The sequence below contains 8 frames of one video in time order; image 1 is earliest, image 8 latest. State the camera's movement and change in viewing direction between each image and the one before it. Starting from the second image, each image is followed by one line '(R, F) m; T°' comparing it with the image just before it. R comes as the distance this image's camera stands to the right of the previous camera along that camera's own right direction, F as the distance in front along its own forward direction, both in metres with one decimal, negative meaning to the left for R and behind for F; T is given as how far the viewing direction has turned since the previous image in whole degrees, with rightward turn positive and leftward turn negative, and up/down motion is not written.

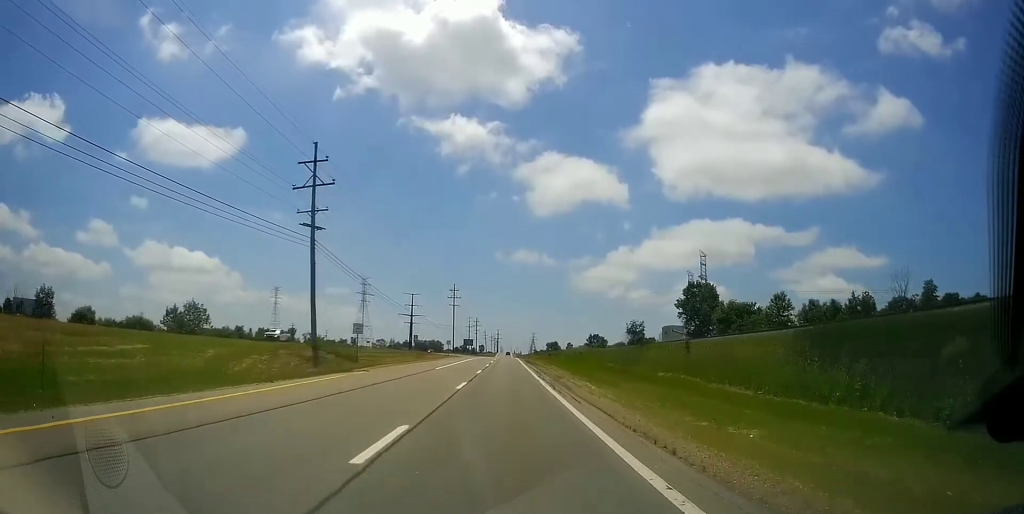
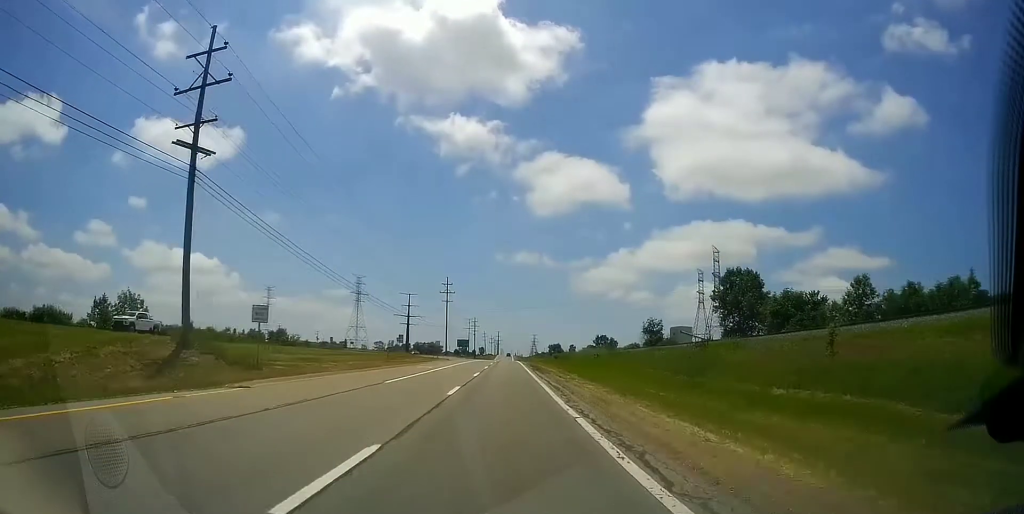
(0.0, +17.7) m; 0°
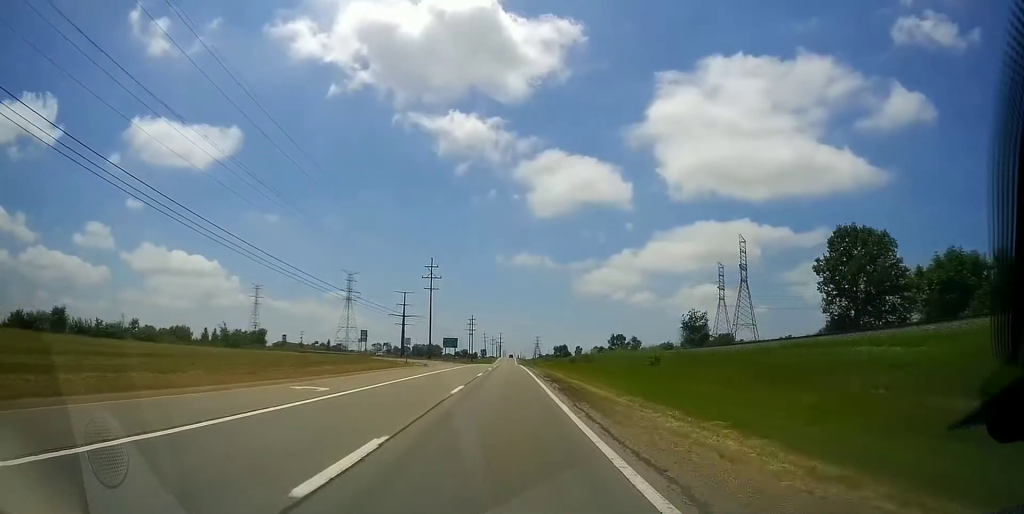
(+0.5, +29.2) m; 0°
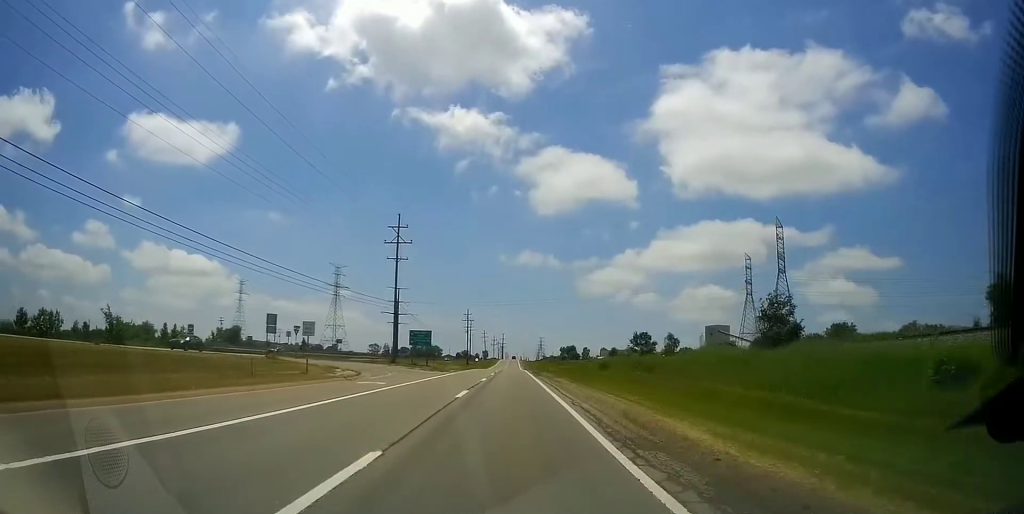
(-0.4, +32.7) m; 0°
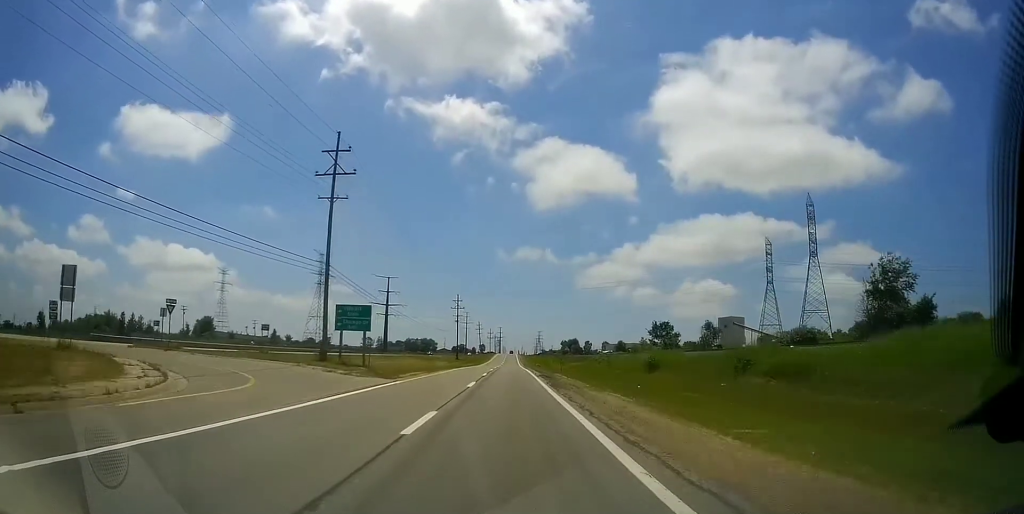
(+0.2, +24.4) m; +1°
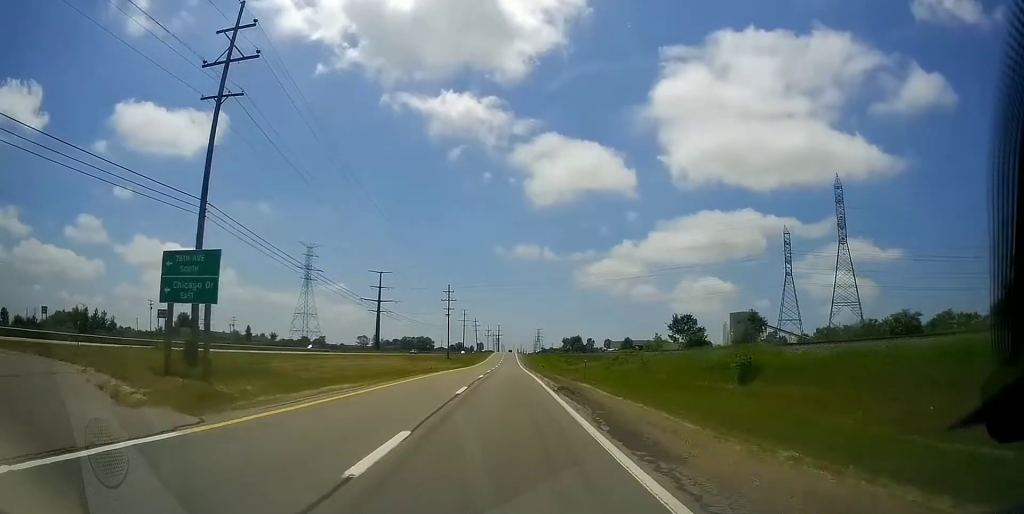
(+0.1, +19.0) m; 0°
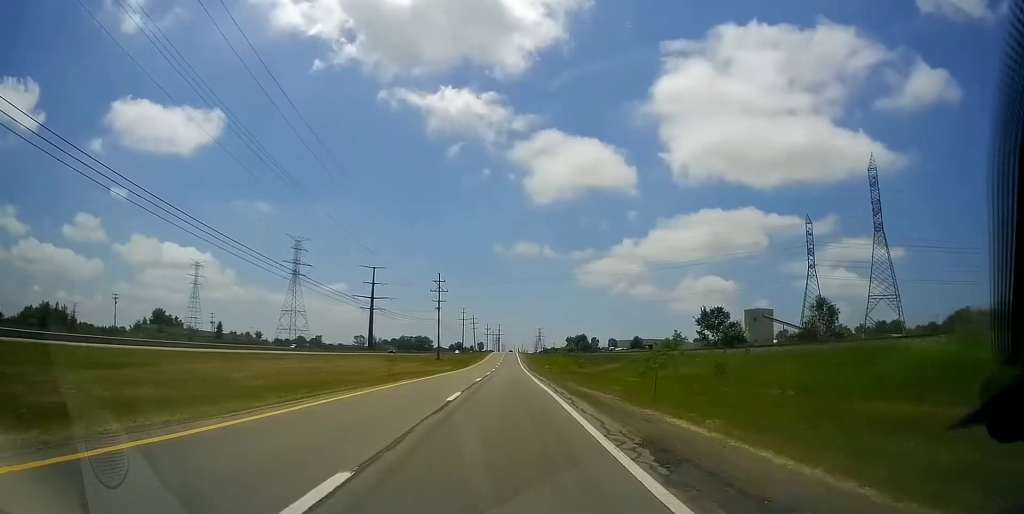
(0.0, +18.1) m; -1°
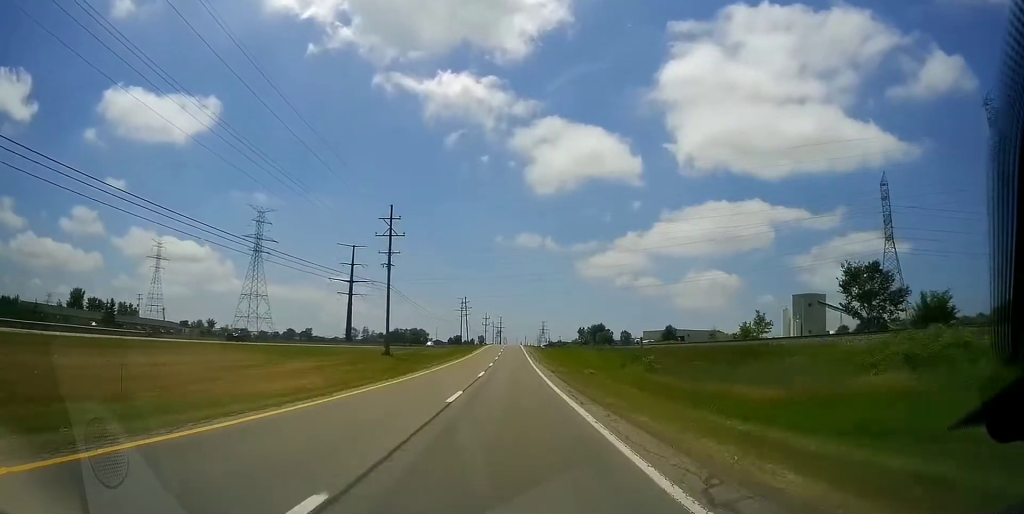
(+0.2, +47.1) m; +1°
